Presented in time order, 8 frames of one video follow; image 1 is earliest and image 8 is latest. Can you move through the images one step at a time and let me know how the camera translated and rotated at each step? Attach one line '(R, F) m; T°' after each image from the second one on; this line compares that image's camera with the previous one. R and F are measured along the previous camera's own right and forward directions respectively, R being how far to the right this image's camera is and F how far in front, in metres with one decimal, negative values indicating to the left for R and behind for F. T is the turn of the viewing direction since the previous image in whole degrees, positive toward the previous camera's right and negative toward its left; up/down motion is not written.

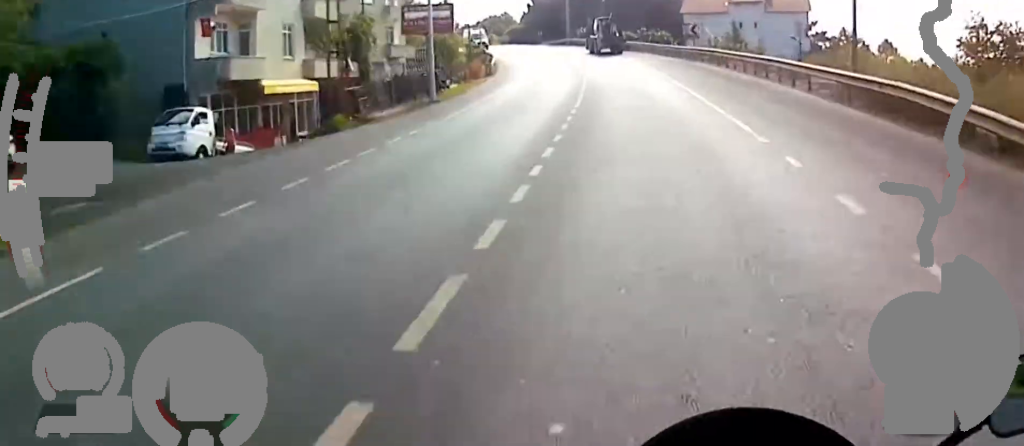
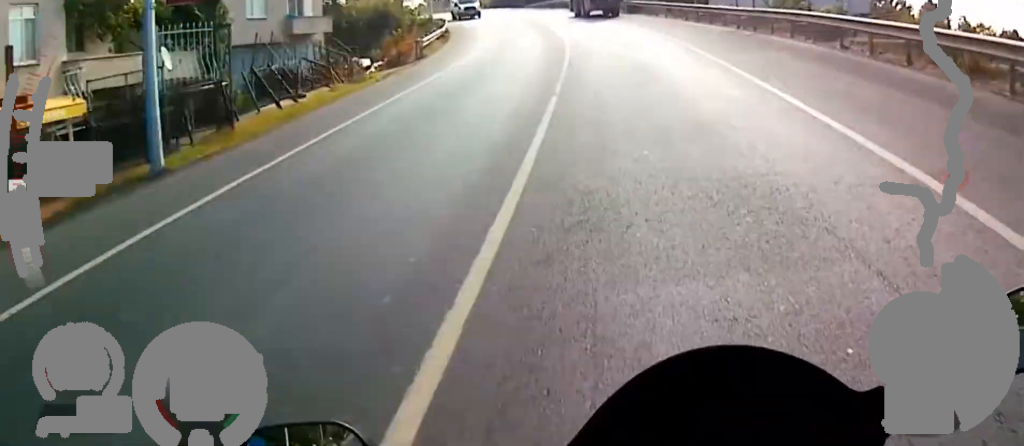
(-3.5, +15.7) m; -11°
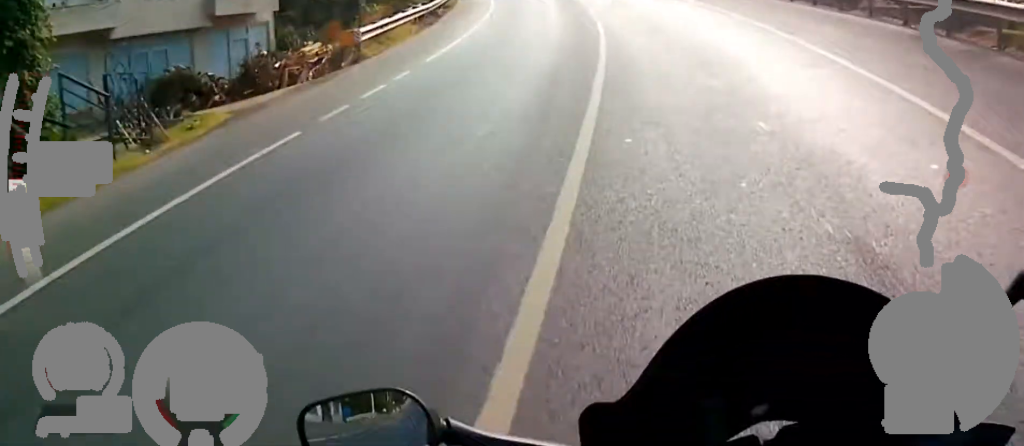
(+0.3, +12.6) m; -1°
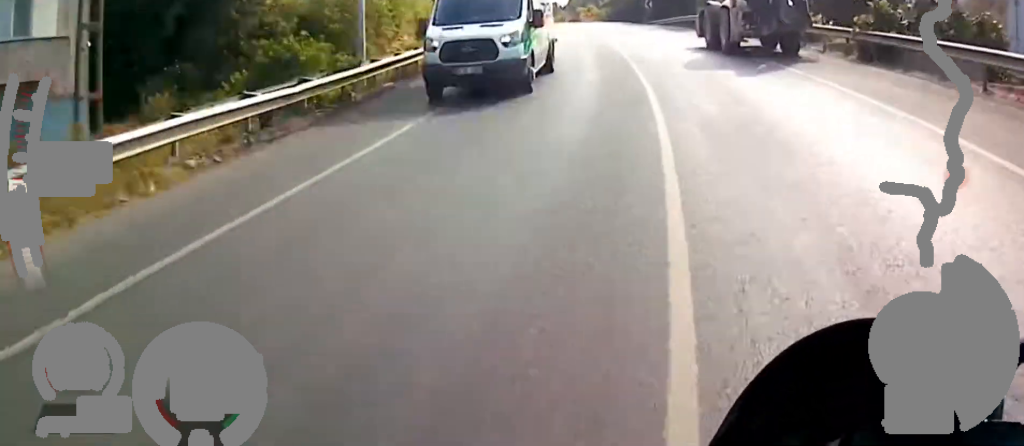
(+0.2, +14.6) m; -2°
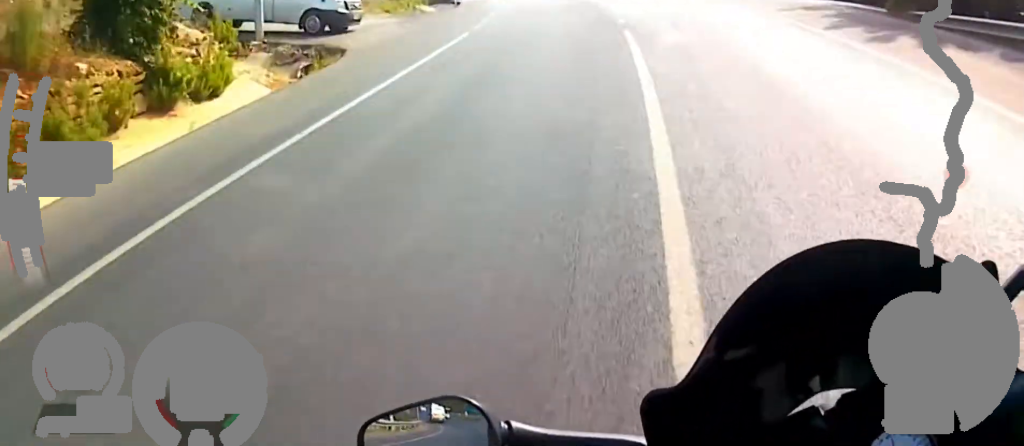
(-1.2, +32.5) m; -2°
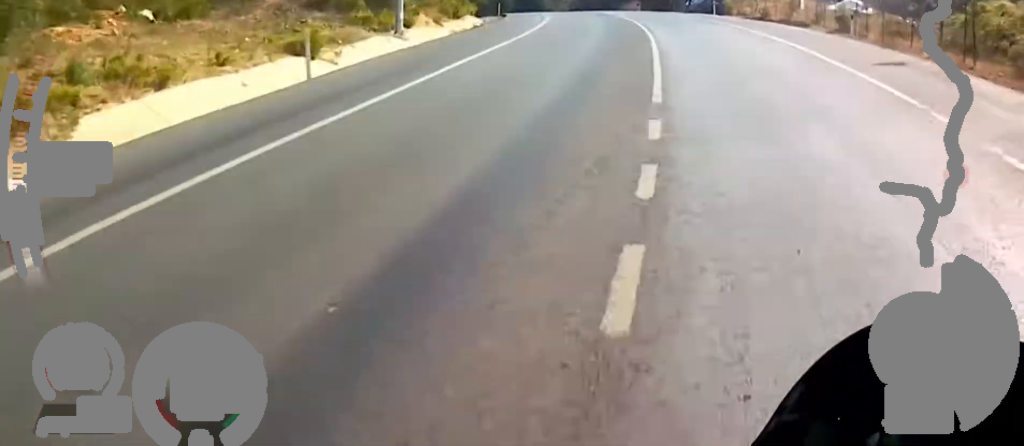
(-0.5, +29.8) m; 0°
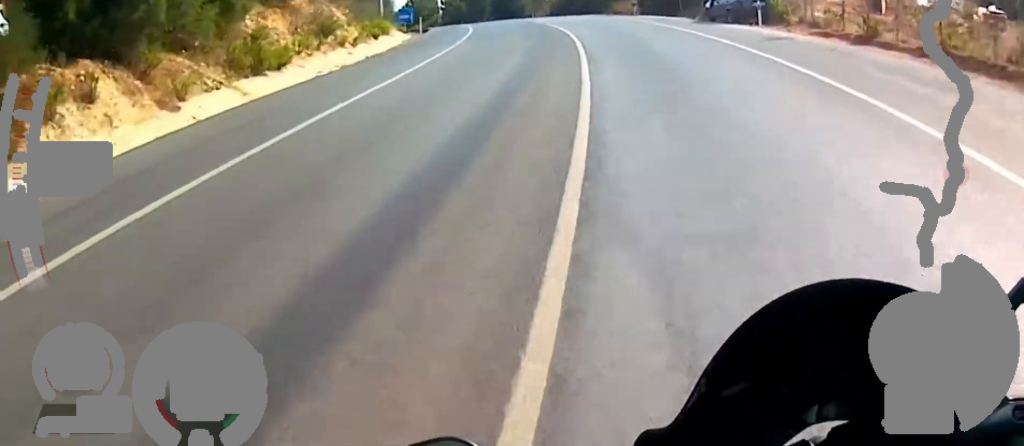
(+0.6, +17.8) m; +2°
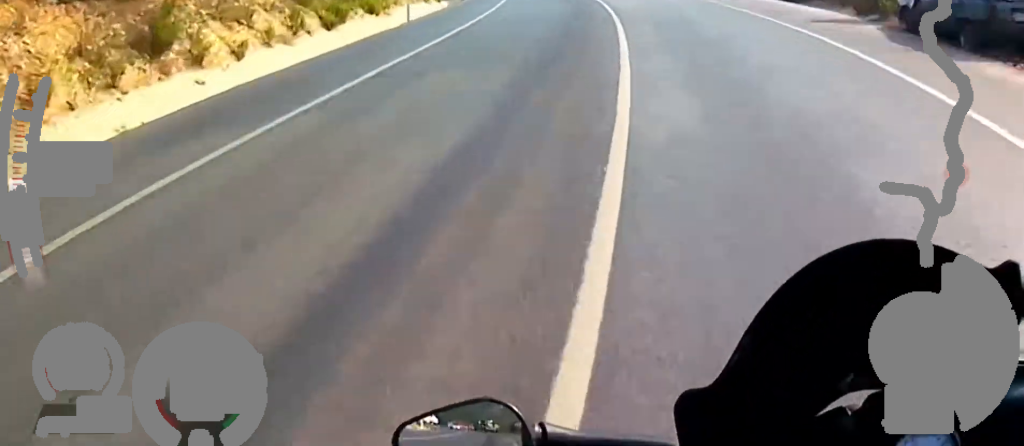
(0.0, +12.9) m; -1°
